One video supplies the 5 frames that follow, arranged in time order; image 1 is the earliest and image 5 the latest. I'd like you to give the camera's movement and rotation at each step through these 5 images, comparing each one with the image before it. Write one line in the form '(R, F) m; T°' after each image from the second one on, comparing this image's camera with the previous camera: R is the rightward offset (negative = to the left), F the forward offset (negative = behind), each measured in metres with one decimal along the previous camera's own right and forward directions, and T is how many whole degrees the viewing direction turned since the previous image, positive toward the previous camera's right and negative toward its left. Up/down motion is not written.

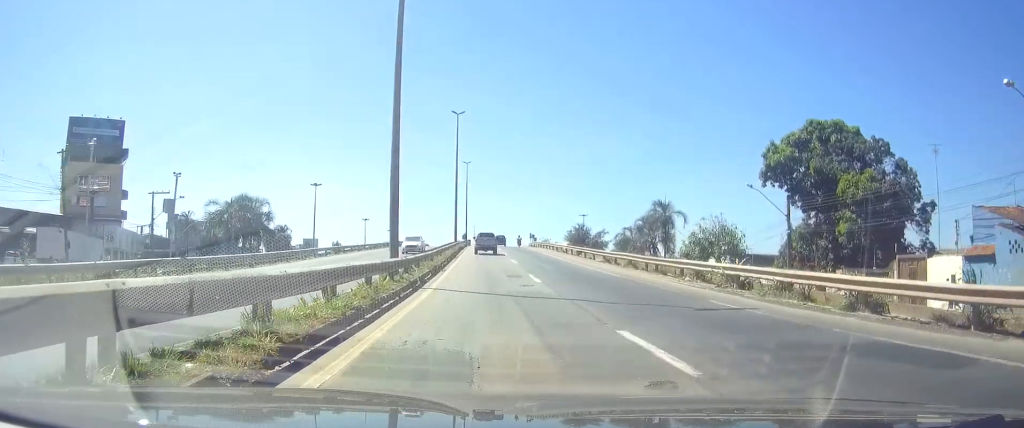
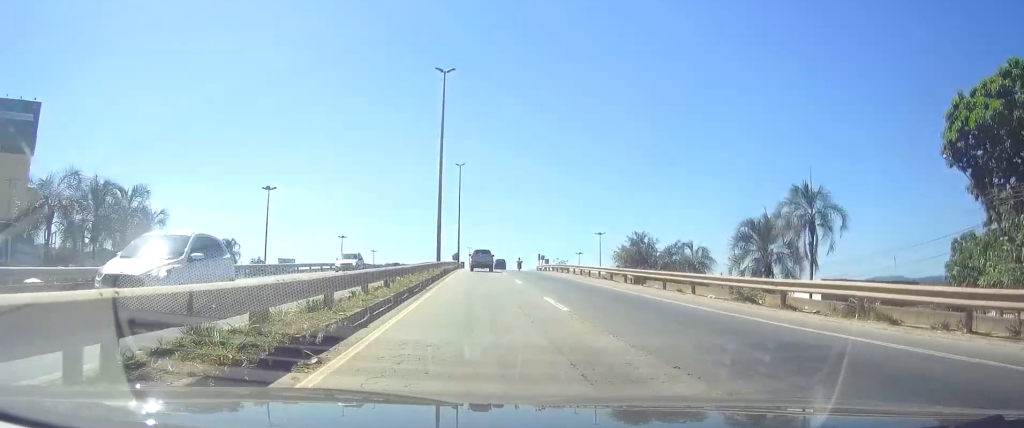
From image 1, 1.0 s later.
(-0.2, +24.2) m; -1°
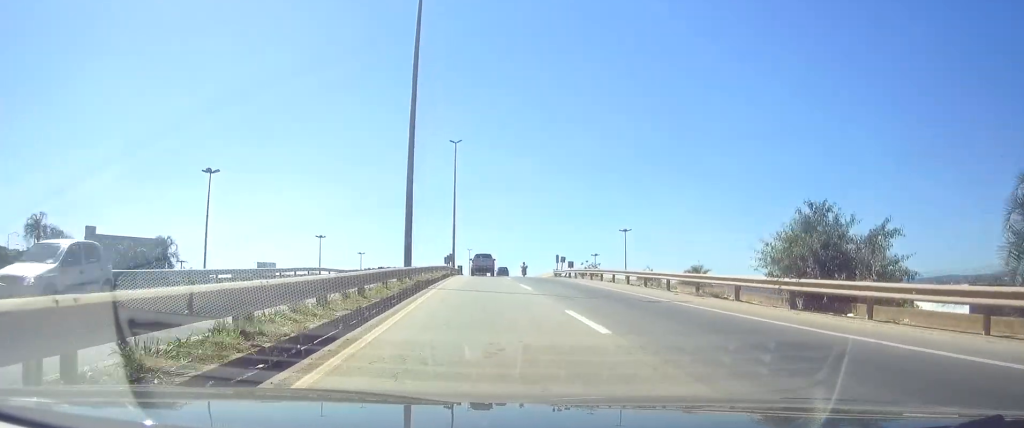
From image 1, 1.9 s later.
(-0.1, +20.8) m; -1°
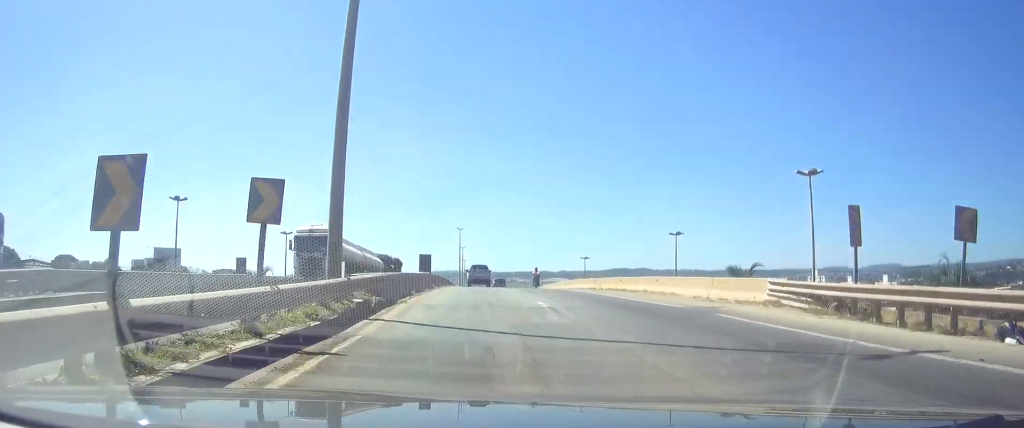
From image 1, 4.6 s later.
(-0.2, +60.2) m; 0°
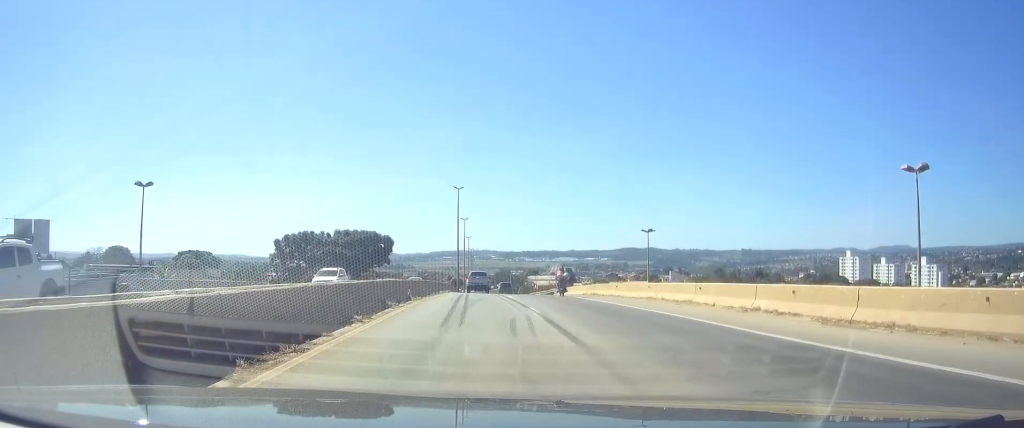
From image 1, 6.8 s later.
(+0.1, +46.9) m; 0°
